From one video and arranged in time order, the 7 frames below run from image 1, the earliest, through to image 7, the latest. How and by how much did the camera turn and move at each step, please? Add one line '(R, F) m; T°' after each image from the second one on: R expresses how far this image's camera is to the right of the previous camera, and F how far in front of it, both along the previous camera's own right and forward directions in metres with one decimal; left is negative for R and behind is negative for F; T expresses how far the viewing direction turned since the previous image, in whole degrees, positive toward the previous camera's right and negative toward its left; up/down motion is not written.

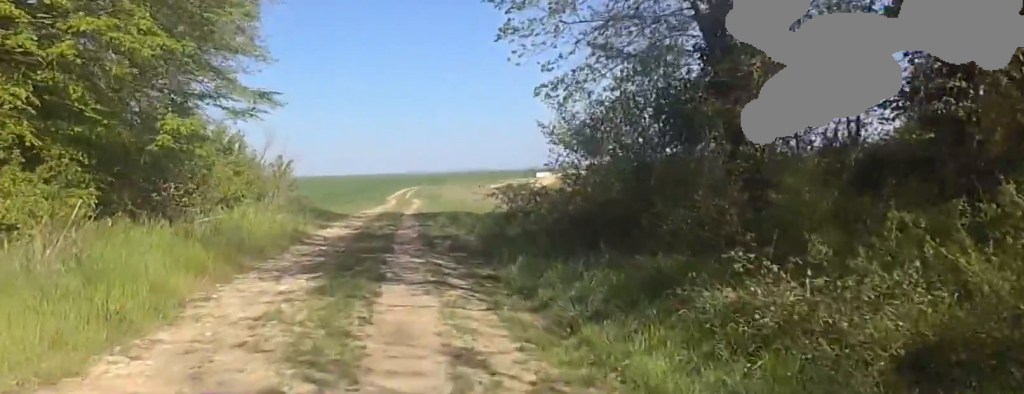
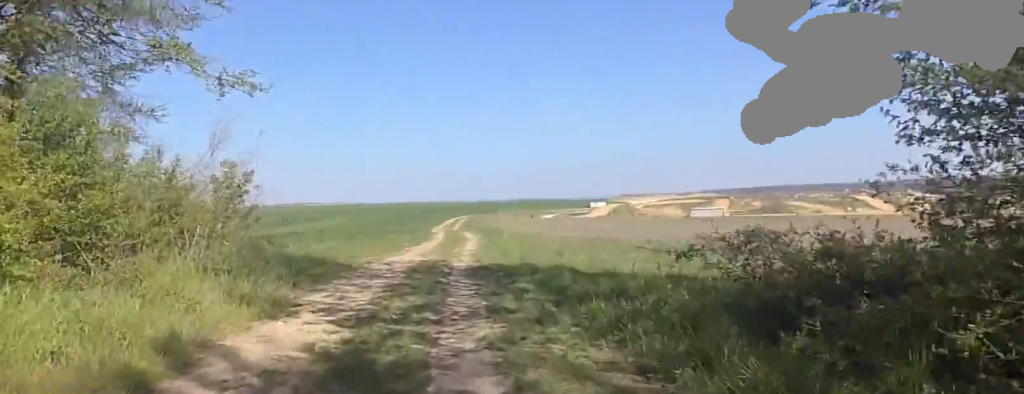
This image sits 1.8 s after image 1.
(-0.3, +9.2) m; -8°
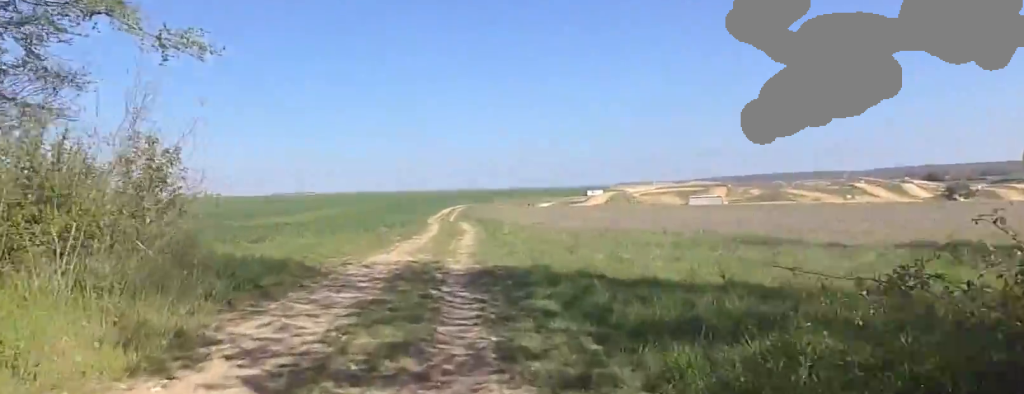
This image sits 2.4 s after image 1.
(-0.2, +2.9) m; -3°
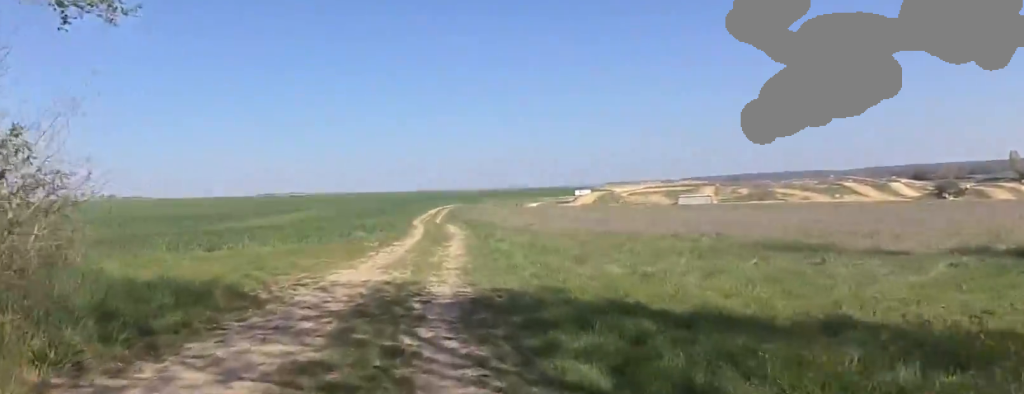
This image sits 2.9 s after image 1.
(-0.1, +2.8) m; -1°
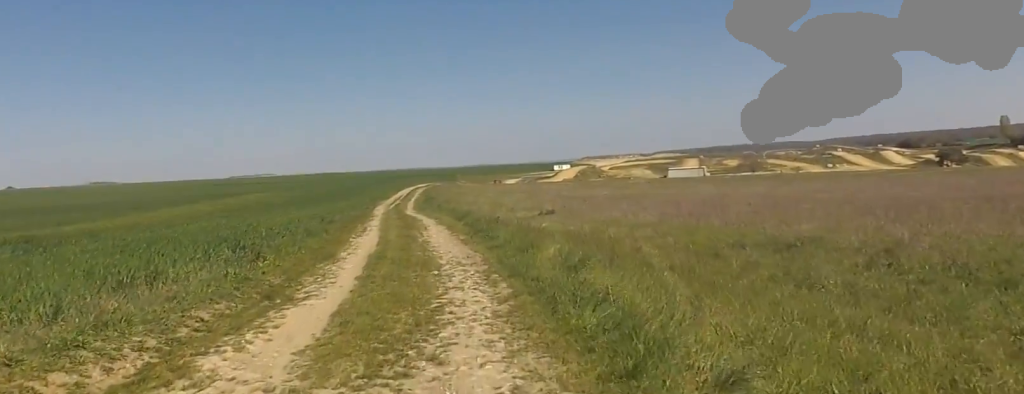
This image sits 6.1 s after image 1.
(+2.8, +16.1) m; +10°
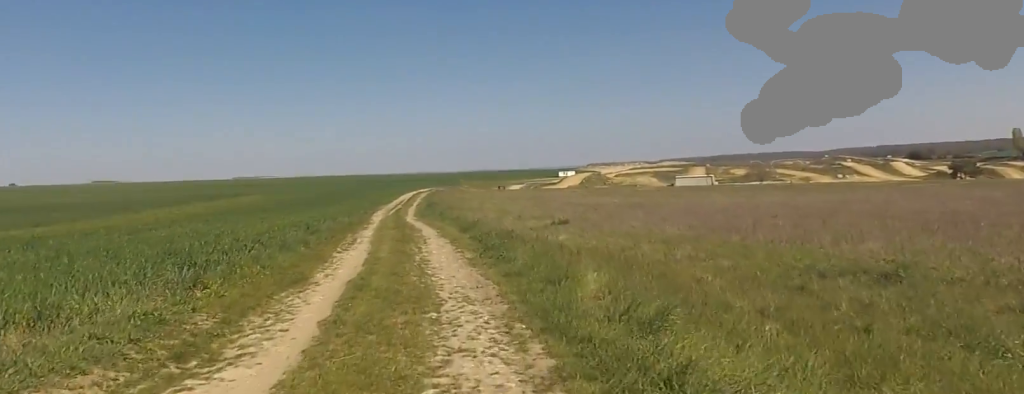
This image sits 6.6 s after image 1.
(-0.1, +2.5) m; -7°
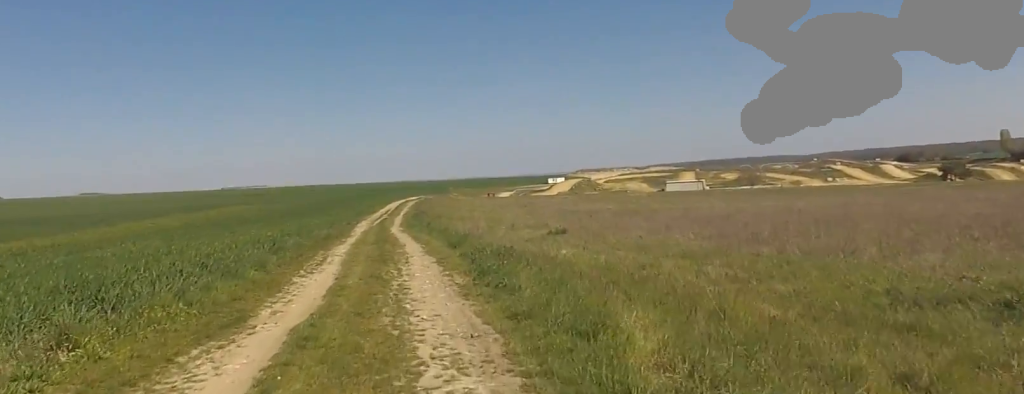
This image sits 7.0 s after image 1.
(-0.1, +2.3) m; -2°
